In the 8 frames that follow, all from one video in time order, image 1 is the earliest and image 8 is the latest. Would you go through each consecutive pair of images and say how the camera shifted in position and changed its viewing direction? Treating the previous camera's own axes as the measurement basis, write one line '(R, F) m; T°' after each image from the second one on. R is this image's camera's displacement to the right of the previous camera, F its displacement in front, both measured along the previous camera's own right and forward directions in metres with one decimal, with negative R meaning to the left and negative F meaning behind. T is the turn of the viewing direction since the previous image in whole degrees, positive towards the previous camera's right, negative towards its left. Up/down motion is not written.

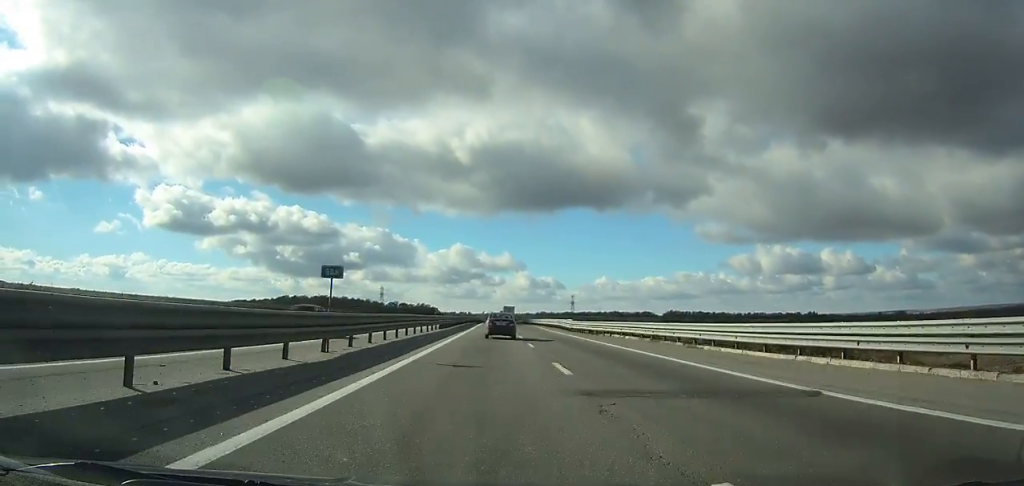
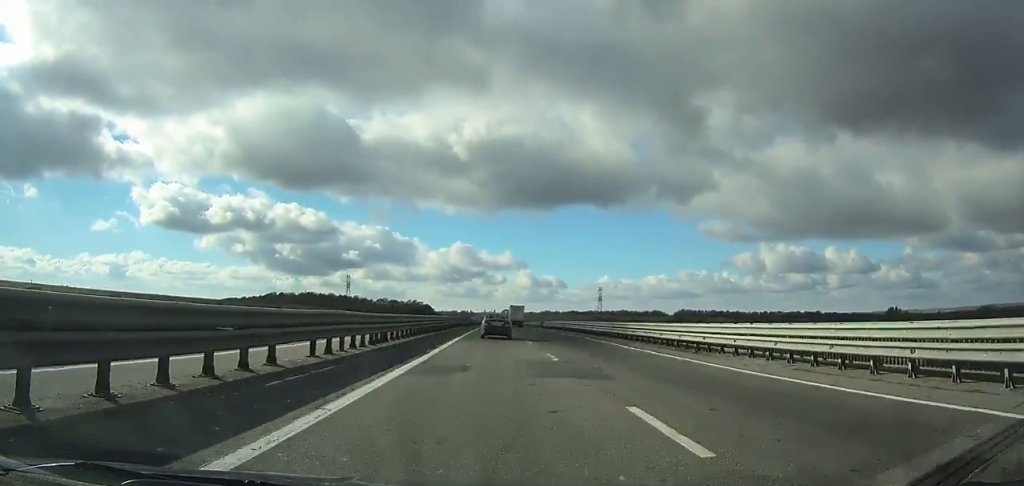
(-0.5, +77.7) m; -1°
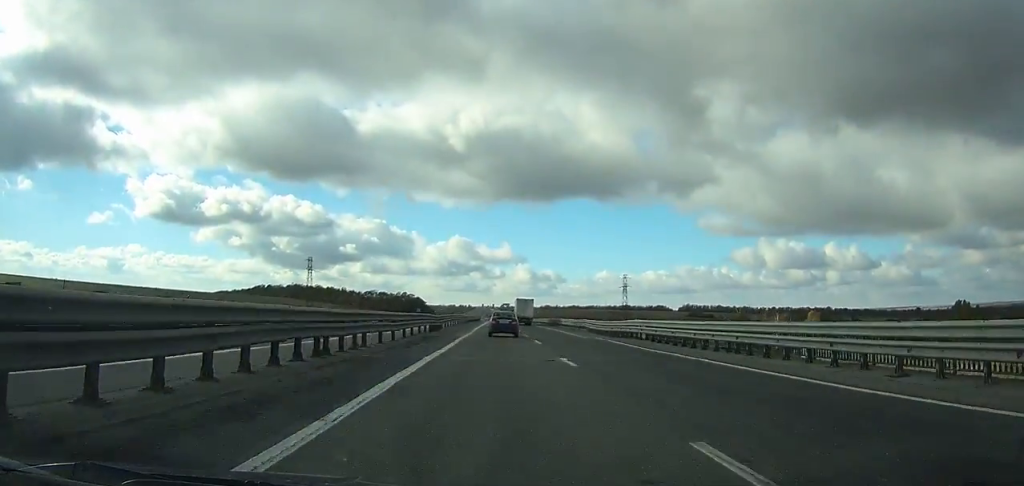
(-0.3, +50.1) m; 0°
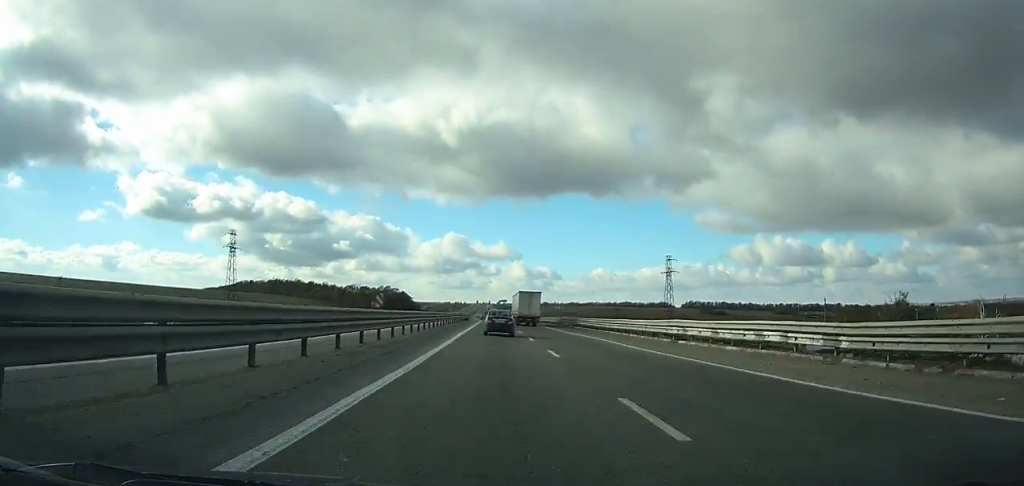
(+0.1, +55.5) m; 0°
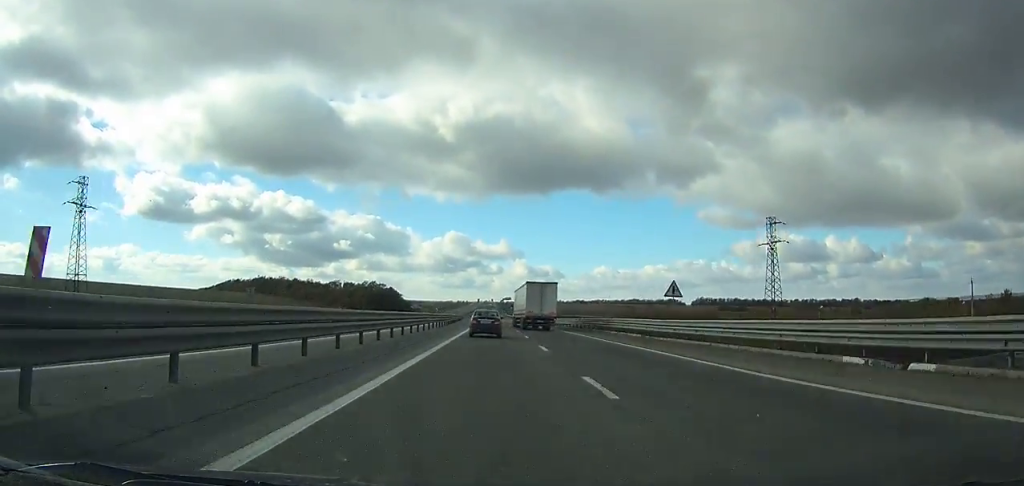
(+0.1, +55.4) m; 0°
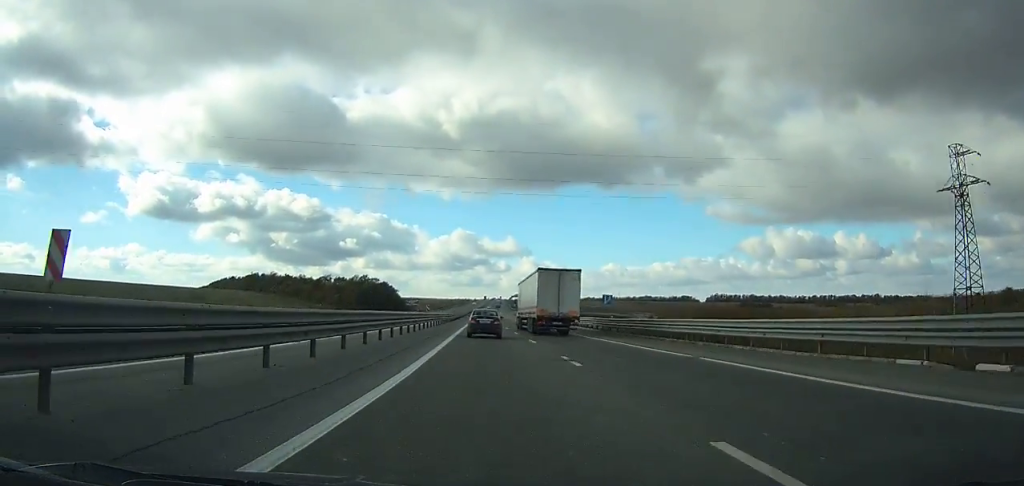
(-0.1, +41.4) m; -1°
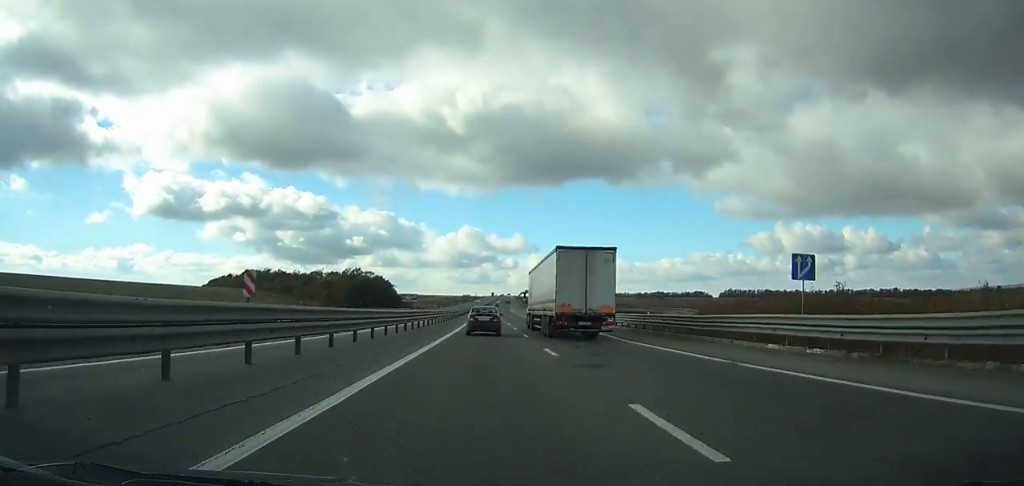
(0.0, +33.0) m; 0°
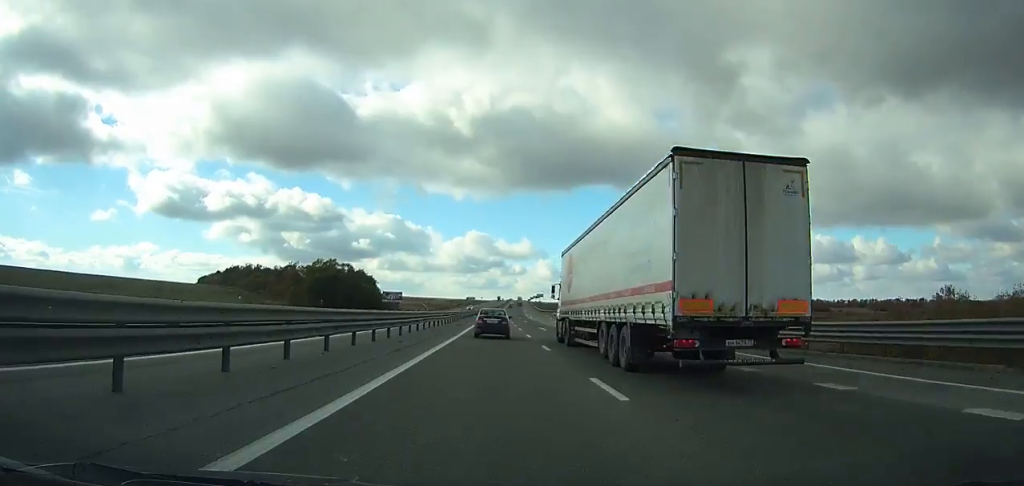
(-0.8, +54.8) m; -1°
